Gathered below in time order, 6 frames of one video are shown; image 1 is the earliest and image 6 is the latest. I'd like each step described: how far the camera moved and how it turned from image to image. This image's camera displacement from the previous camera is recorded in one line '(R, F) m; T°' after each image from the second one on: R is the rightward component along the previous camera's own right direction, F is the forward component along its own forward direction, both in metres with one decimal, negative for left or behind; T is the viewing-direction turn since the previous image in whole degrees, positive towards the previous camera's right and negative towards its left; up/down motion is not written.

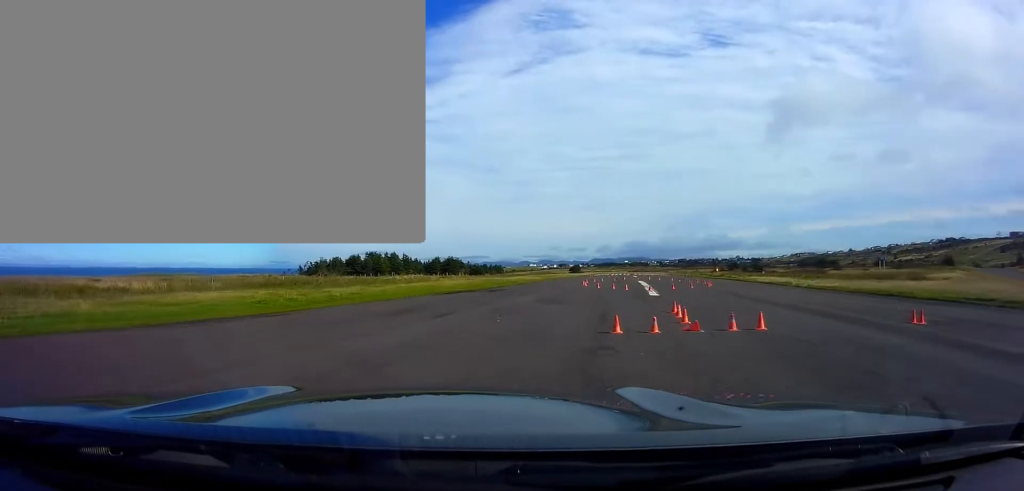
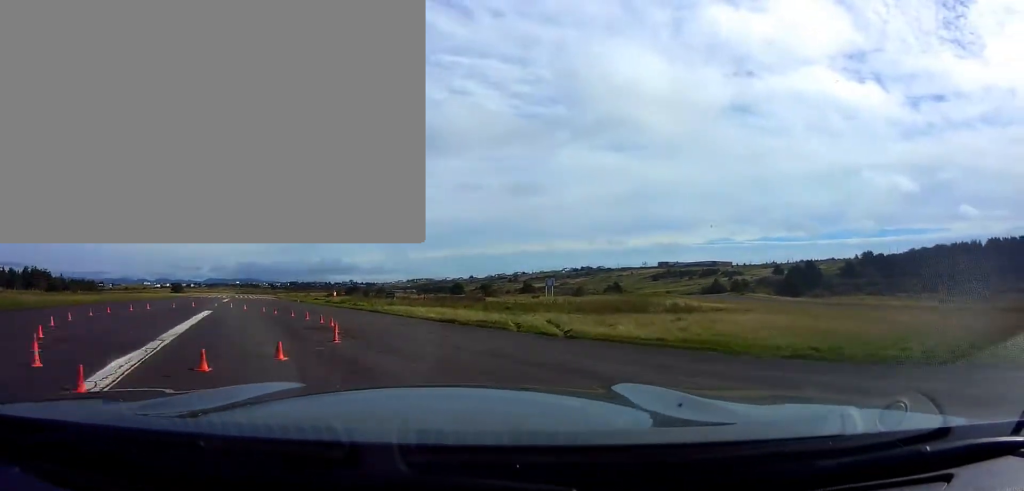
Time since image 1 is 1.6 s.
(+2.2, +29.9) m; +7°
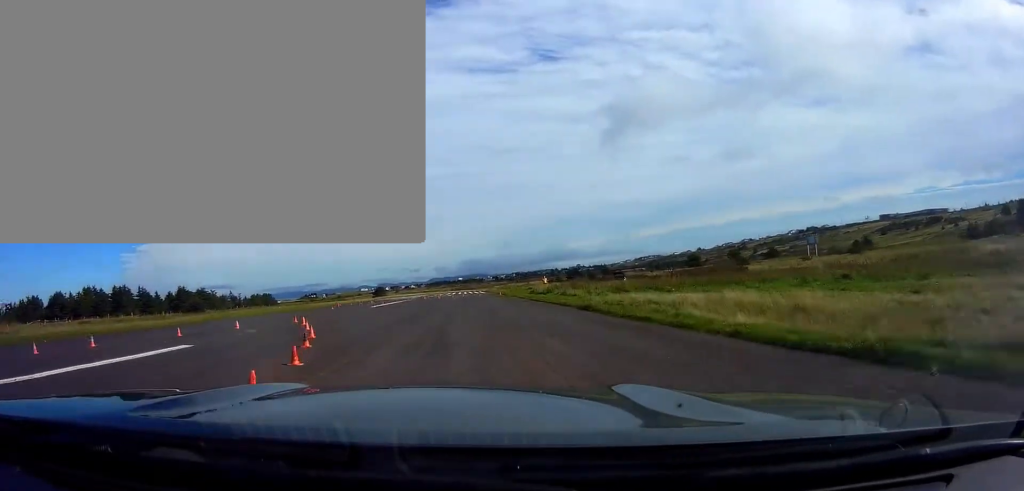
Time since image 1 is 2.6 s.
(+0.5, +19.2) m; 0°
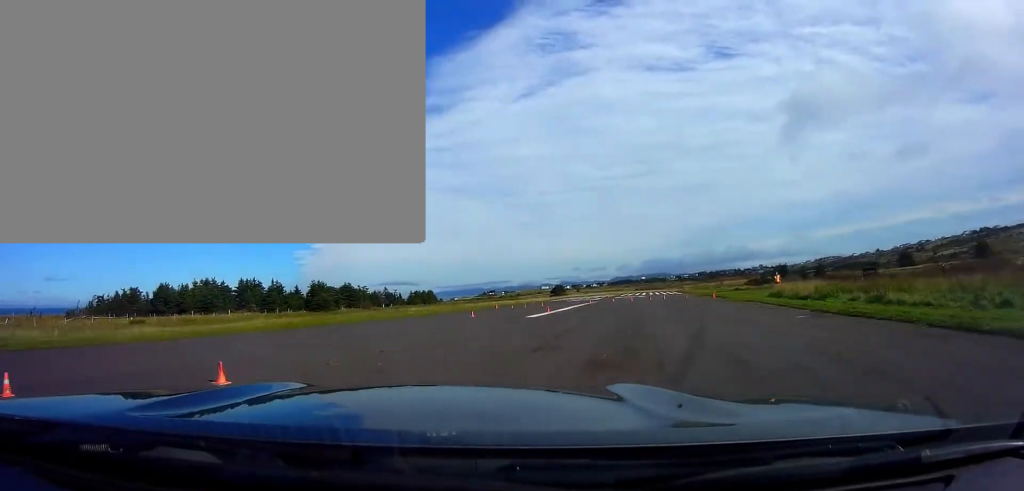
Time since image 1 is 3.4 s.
(-0.1, +15.1) m; -4°
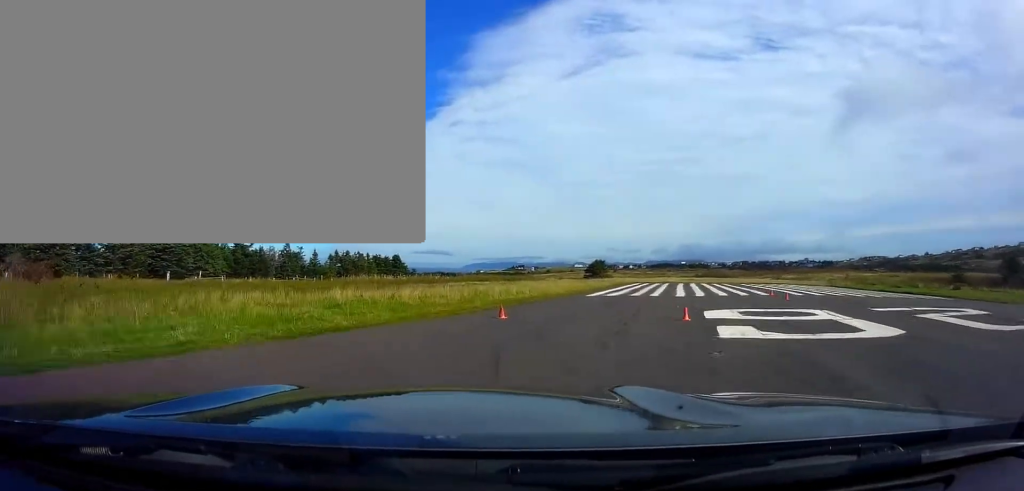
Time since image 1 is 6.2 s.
(-5.1, +50.5) m; -9°
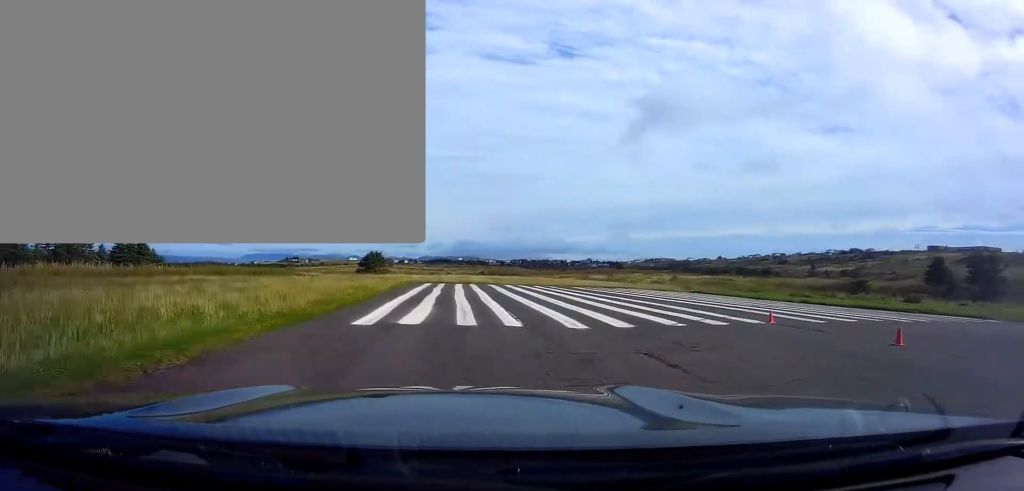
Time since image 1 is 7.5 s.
(+1.6, +18.8) m; +14°
